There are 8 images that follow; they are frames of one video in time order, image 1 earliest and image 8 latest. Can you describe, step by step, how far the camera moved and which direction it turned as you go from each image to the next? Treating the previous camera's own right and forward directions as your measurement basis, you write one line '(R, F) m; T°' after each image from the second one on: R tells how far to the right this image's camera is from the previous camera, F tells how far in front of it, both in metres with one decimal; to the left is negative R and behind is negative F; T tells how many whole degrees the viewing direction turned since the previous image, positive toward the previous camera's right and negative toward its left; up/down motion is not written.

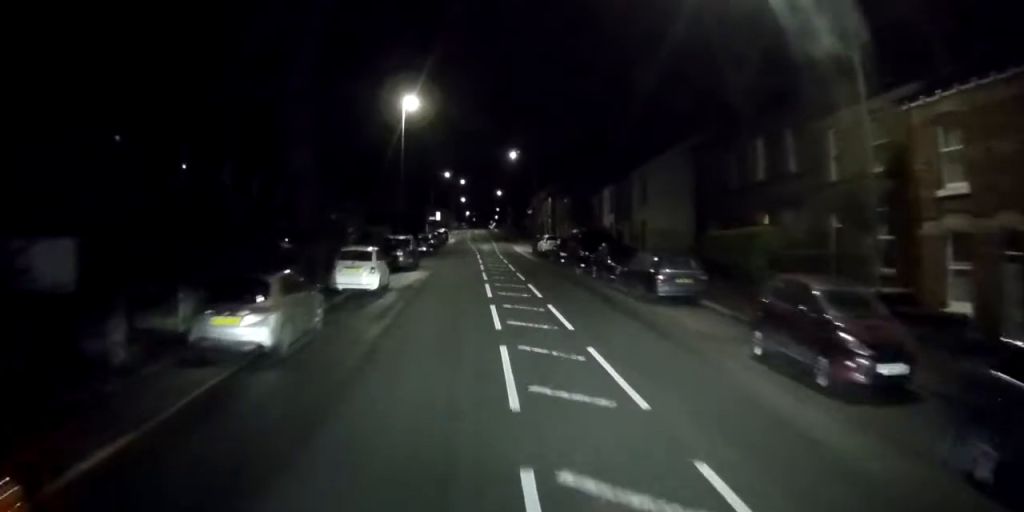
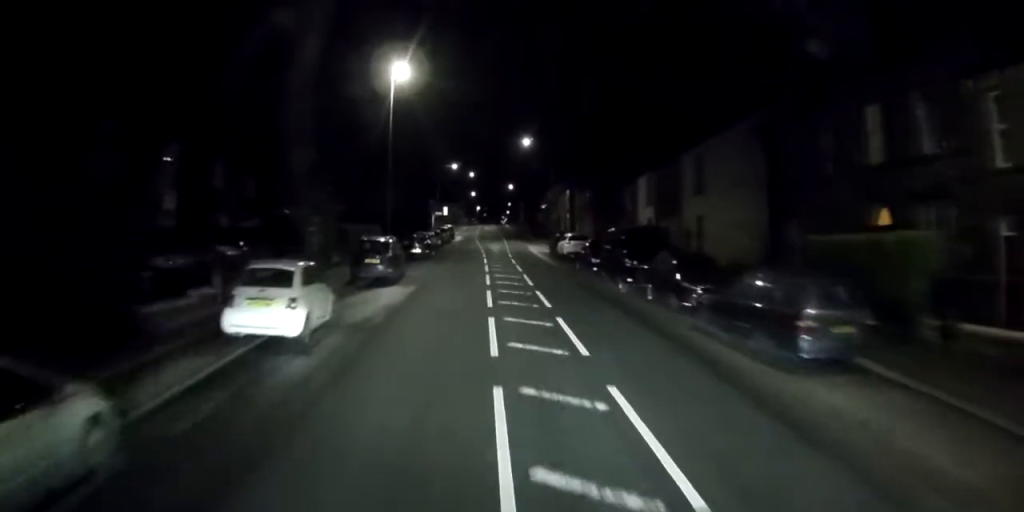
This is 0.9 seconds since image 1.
(-0.3, +8.9) m; -2°
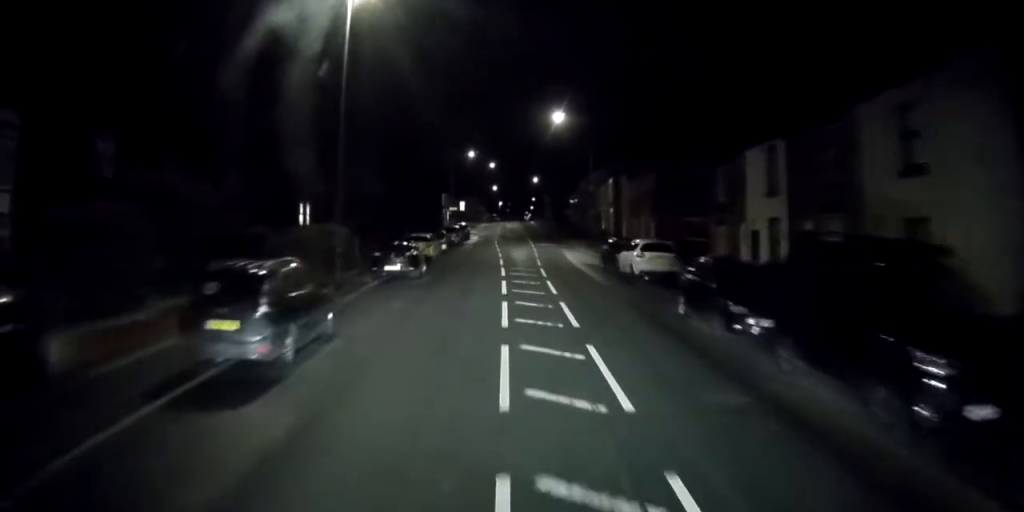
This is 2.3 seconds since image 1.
(-0.1, +15.2) m; 0°
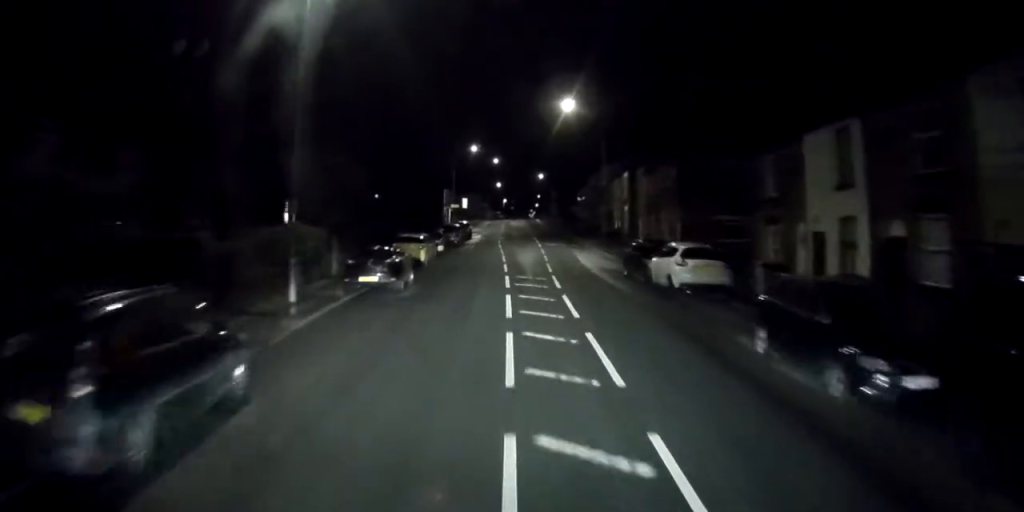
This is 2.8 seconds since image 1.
(0.0, +5.0) m; 0°
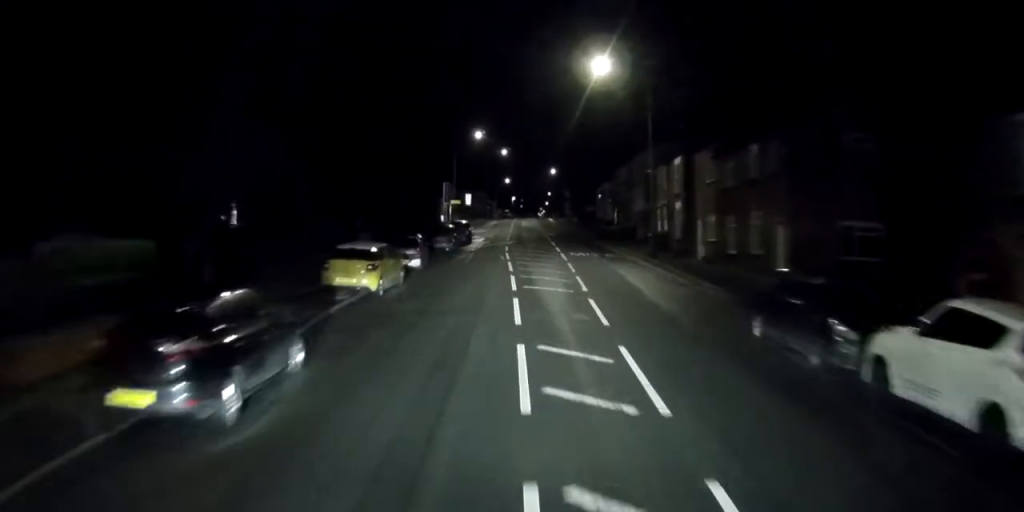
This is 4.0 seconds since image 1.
(0.0, +13.3) m; 0°
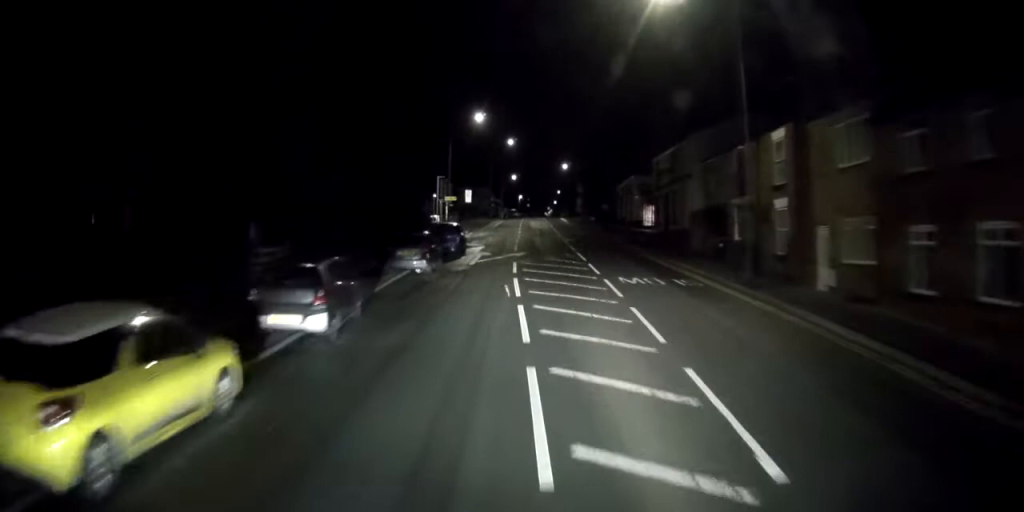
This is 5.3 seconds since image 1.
(-0.1, +14.3) m; -2°
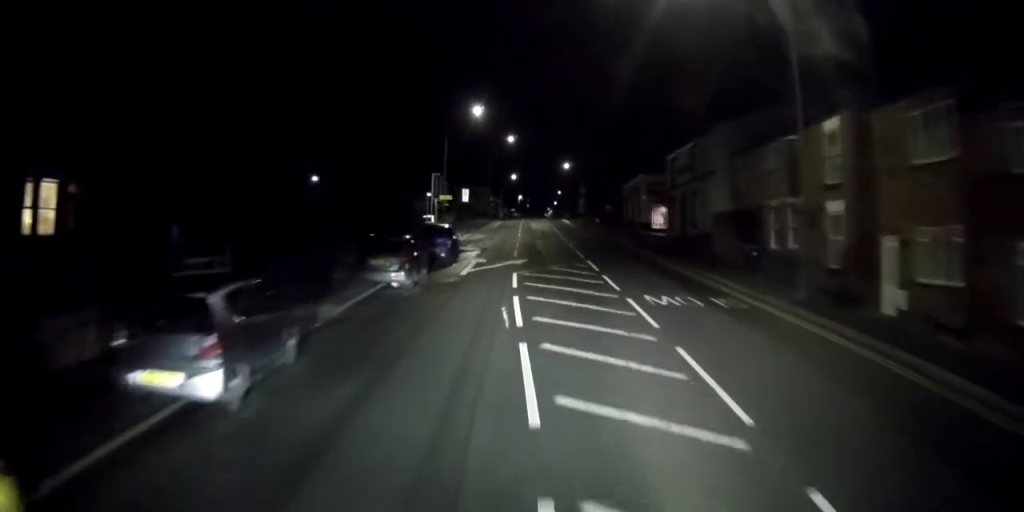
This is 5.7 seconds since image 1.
(0.0, +4.6) m; -1°
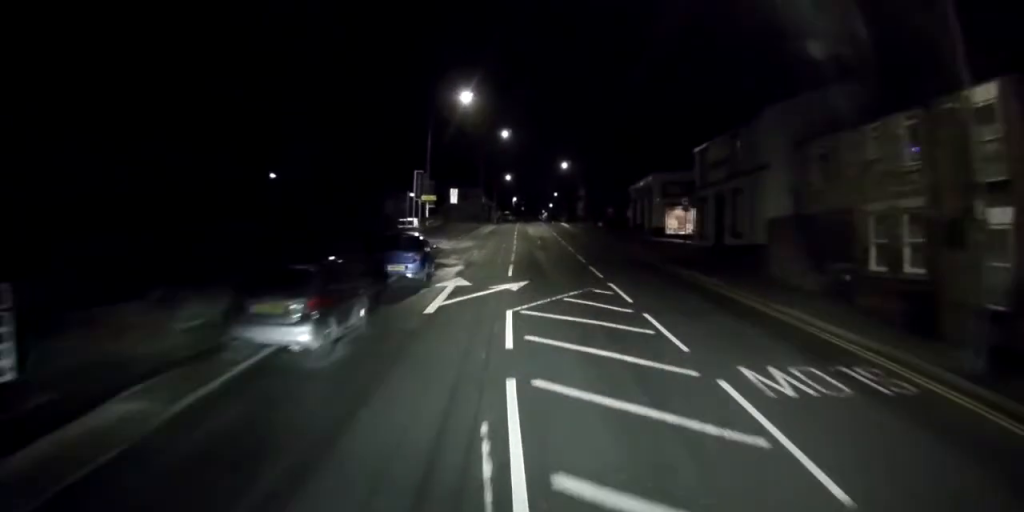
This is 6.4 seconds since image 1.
(-0.2, +8.6) m; +2°
